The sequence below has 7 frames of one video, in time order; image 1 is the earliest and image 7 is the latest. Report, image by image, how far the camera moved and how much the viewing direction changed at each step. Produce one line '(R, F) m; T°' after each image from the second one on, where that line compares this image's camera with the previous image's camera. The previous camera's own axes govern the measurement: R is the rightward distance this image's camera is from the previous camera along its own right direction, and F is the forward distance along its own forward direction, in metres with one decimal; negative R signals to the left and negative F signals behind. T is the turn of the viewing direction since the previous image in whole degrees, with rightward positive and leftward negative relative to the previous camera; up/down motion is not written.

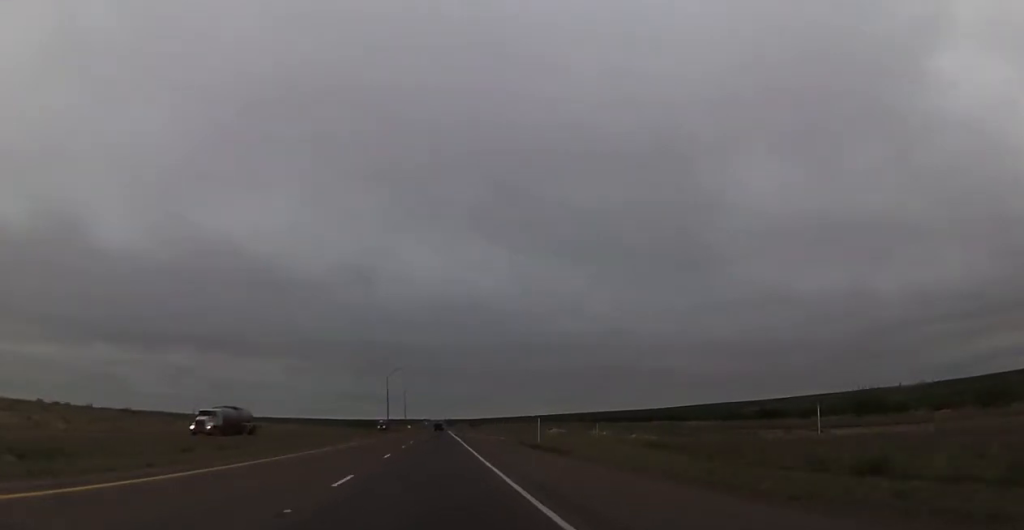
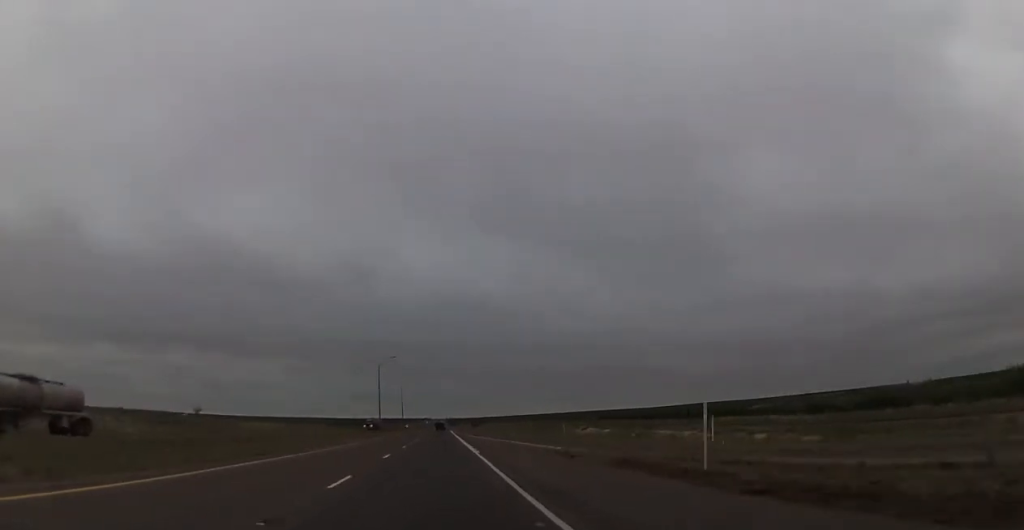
(-0.1, +24.6) m; 0°
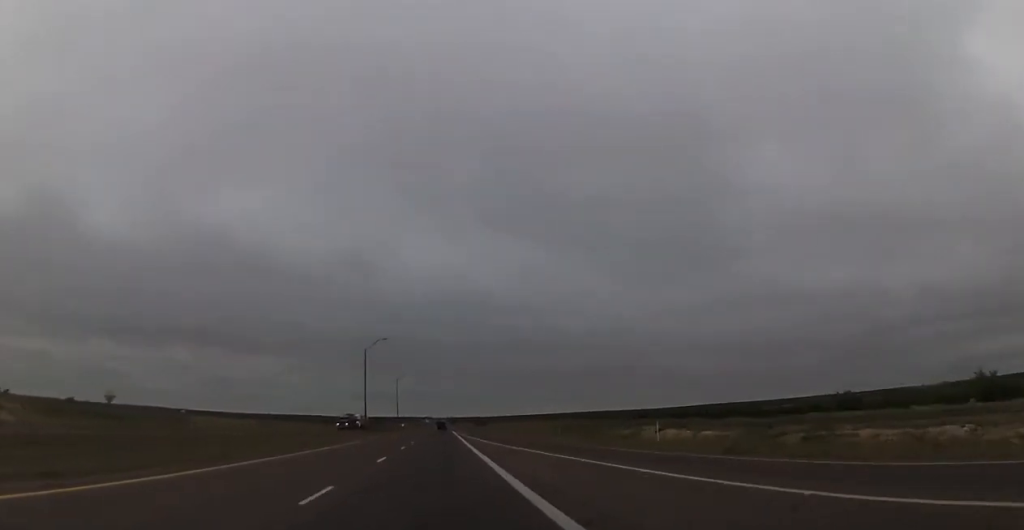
(-0.2, +27.1) m; 0°
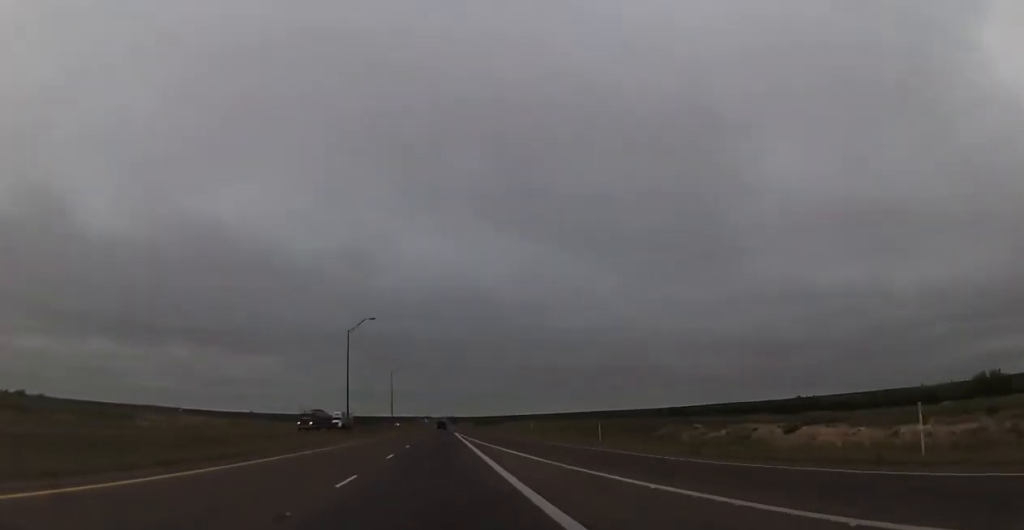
(+0.2, +21.0) m; +1°
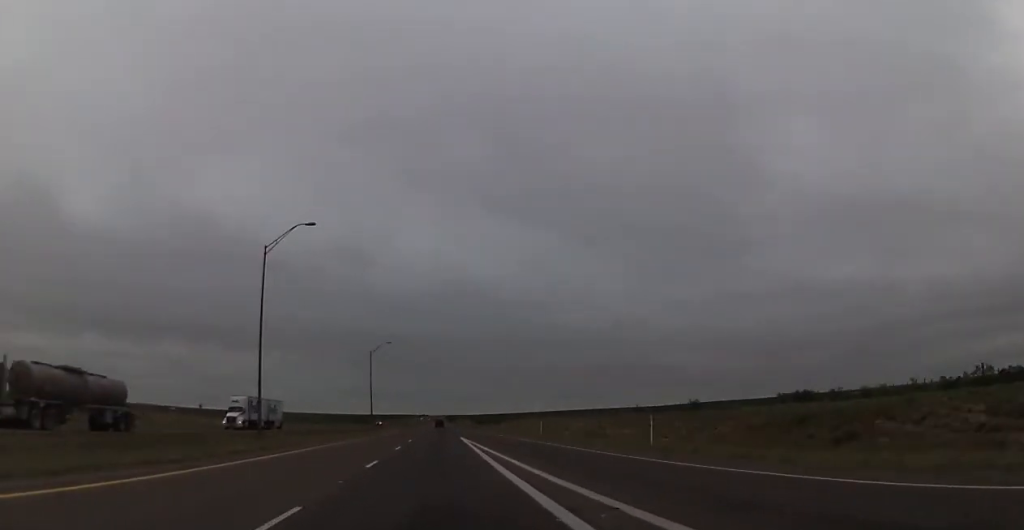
(+0.3, +43.3) m; 0°
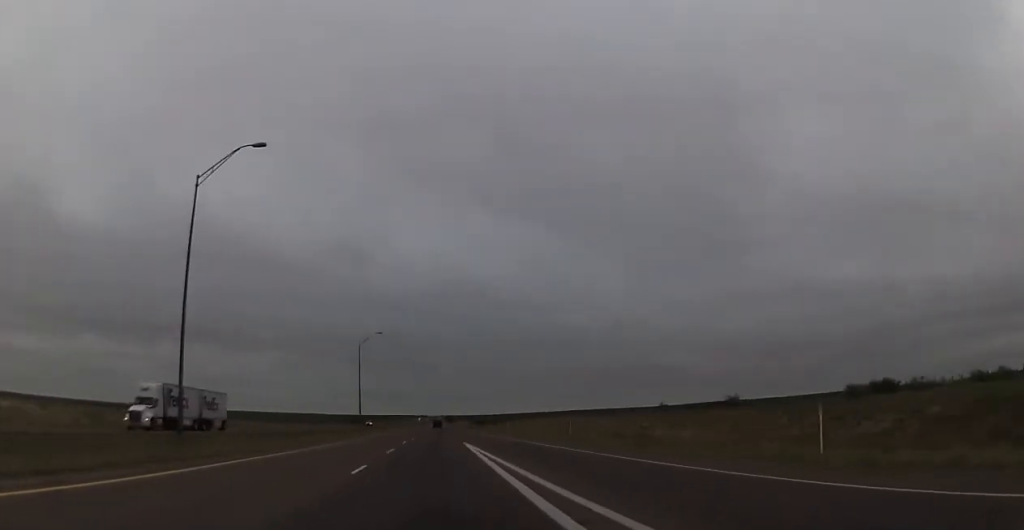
(-0.1, +14.8) m; 0°
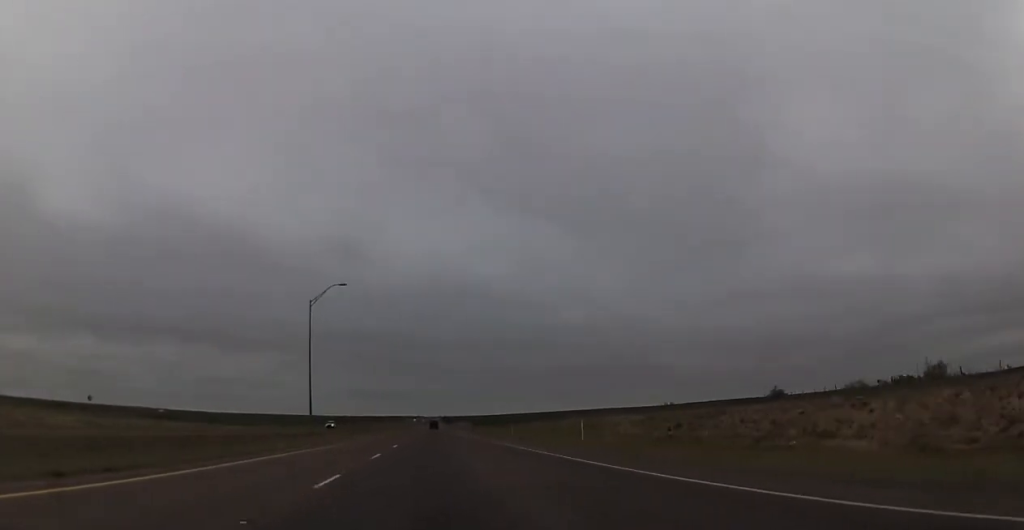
(-0.1, +39.4) m; 0°
